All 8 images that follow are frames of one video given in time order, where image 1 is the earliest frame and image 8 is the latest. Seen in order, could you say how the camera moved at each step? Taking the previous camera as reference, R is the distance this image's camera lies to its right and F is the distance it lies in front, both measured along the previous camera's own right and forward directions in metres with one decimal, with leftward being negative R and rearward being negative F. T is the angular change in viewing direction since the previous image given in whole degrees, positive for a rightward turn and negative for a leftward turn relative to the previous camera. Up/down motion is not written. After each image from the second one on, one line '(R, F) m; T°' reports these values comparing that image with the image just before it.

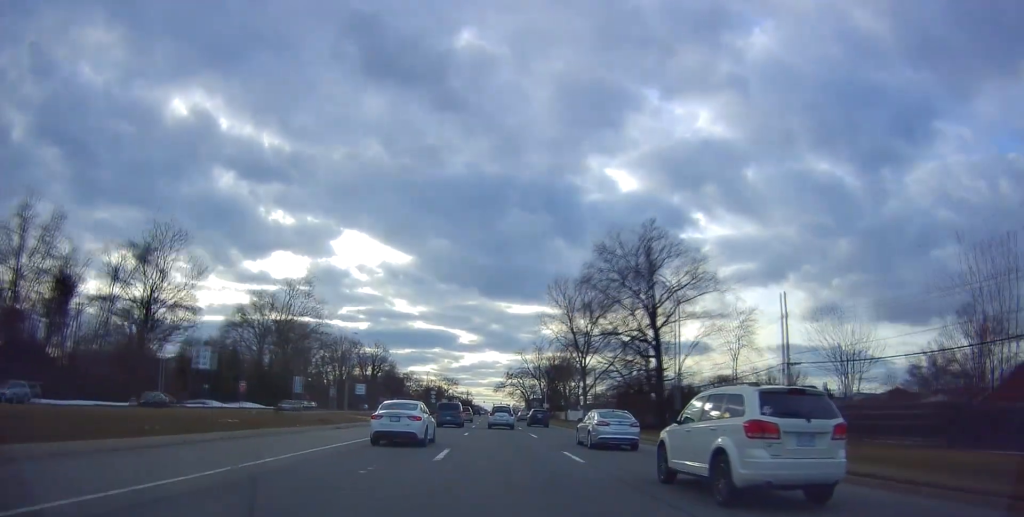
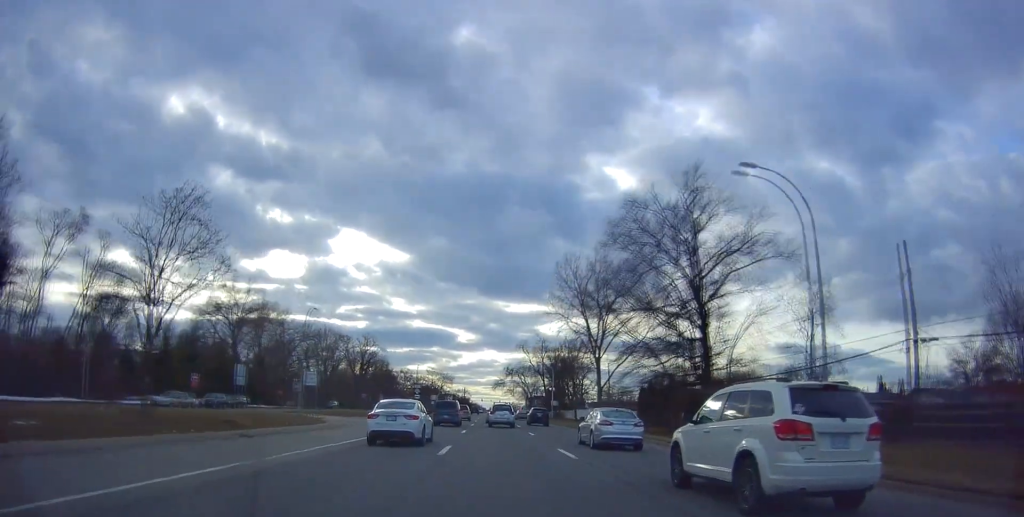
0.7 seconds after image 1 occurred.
(-0.1, +14.2) m; 0°
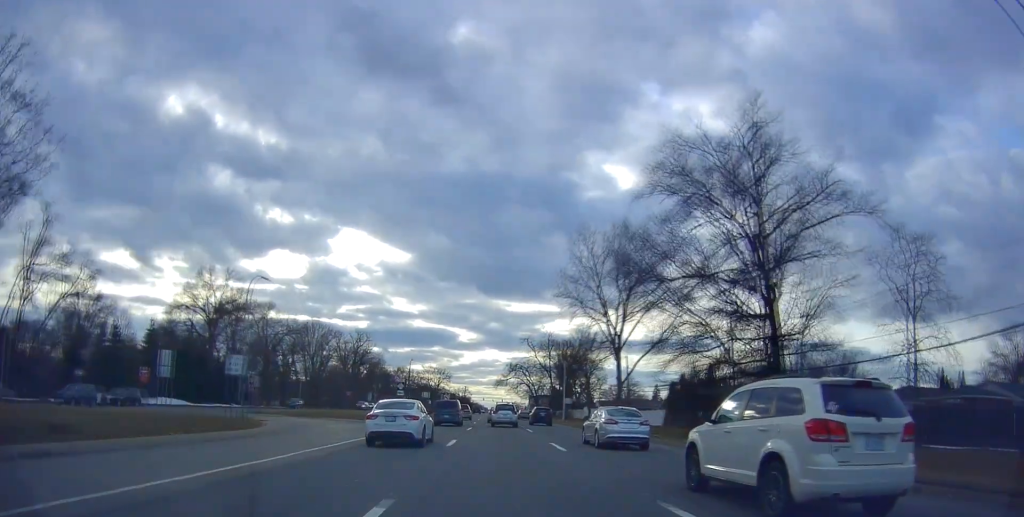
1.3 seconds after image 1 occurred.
(0.0, +12.2) m; 0°
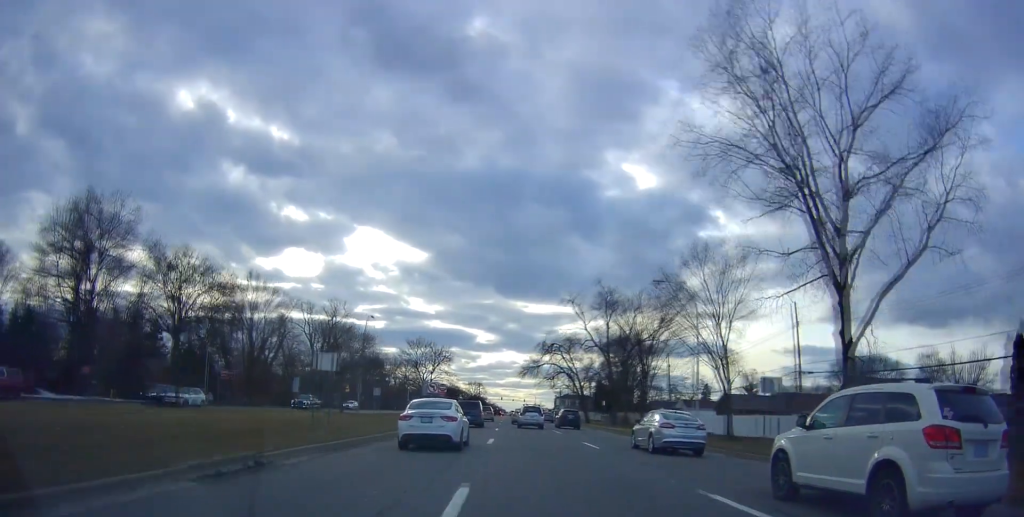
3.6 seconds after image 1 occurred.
(+0.3, +45.7) m; +1°
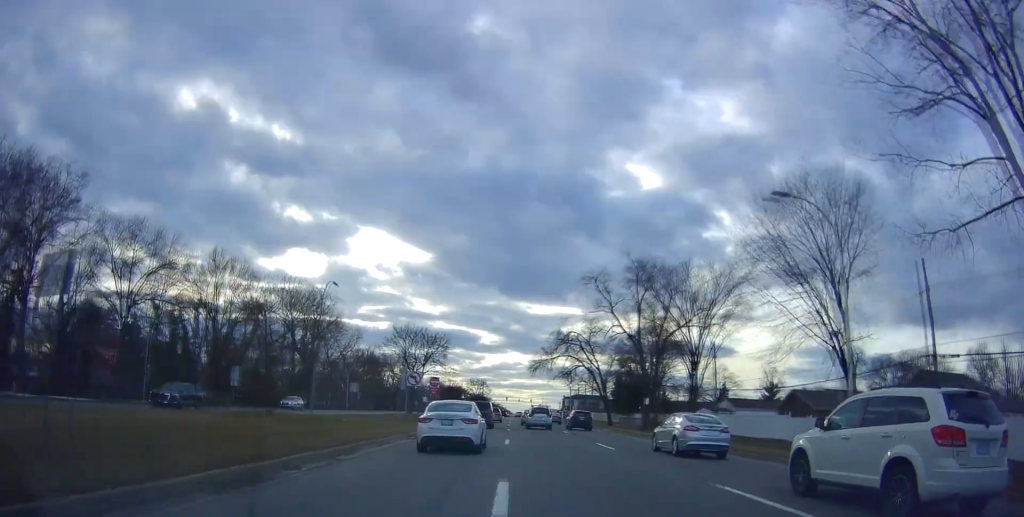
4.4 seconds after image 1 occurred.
(+0.3, +15.0) m; 0°
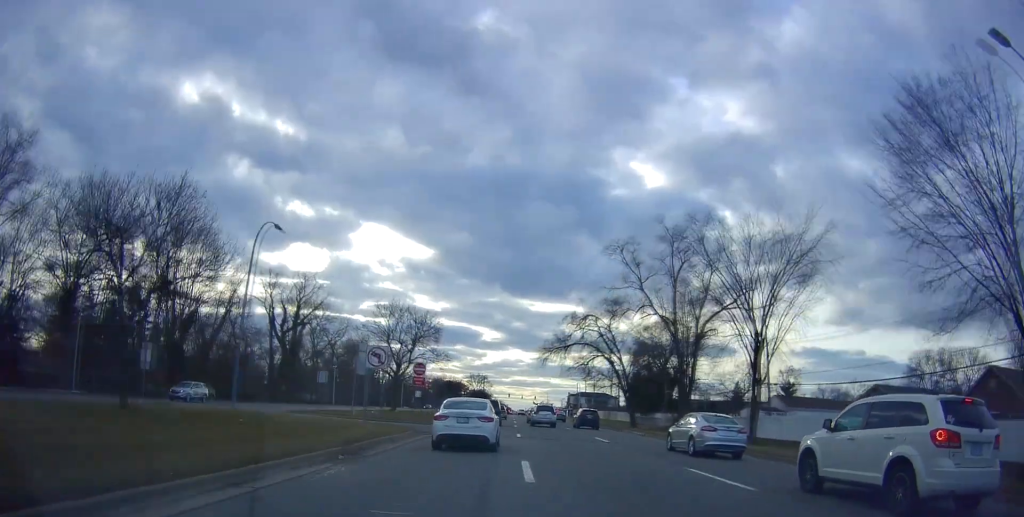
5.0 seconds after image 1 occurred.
(-0.3, +12.1) m; -2°
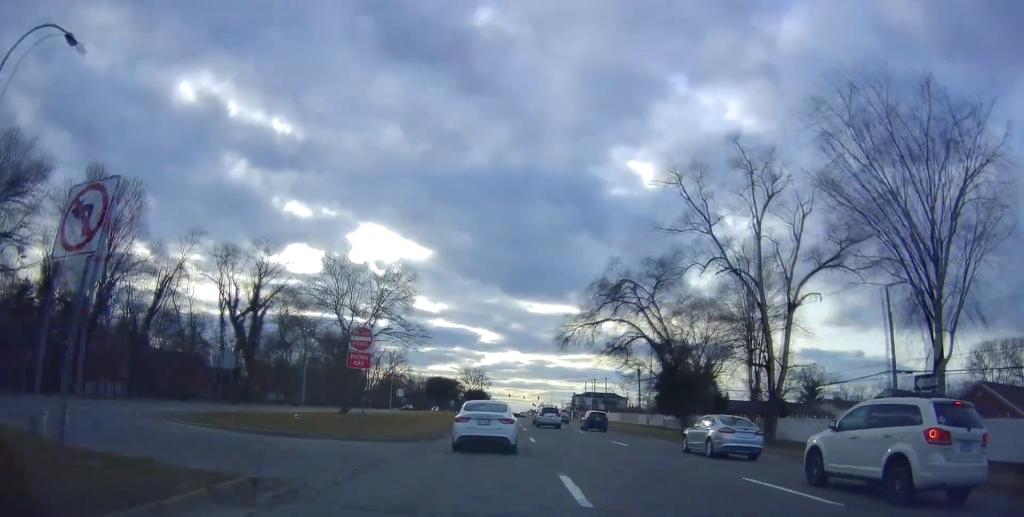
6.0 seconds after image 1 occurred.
(-0.5, +18.0) m; -1°
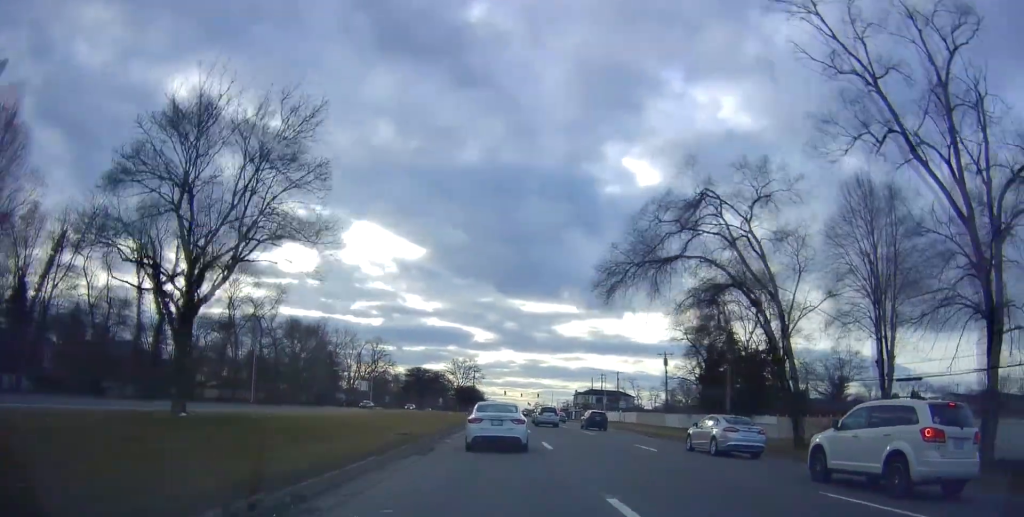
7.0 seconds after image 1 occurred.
(+0.2, +19.4) m; +1°
